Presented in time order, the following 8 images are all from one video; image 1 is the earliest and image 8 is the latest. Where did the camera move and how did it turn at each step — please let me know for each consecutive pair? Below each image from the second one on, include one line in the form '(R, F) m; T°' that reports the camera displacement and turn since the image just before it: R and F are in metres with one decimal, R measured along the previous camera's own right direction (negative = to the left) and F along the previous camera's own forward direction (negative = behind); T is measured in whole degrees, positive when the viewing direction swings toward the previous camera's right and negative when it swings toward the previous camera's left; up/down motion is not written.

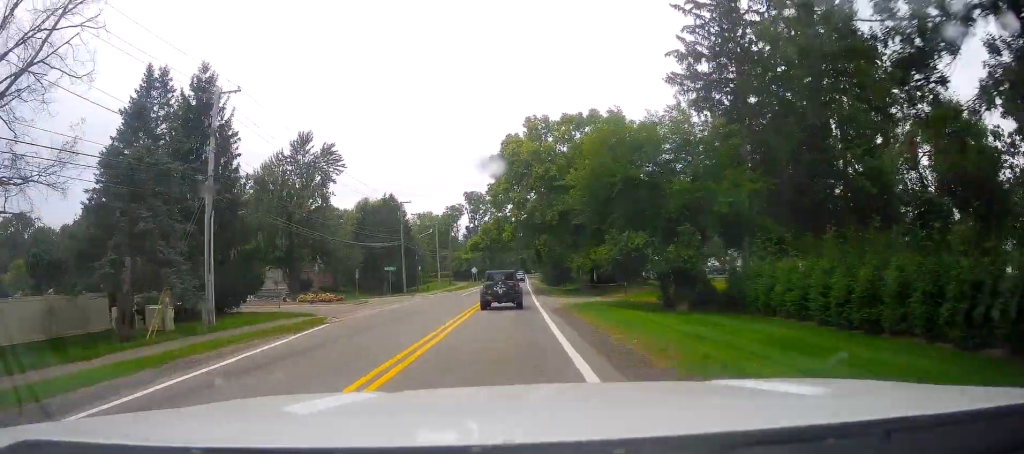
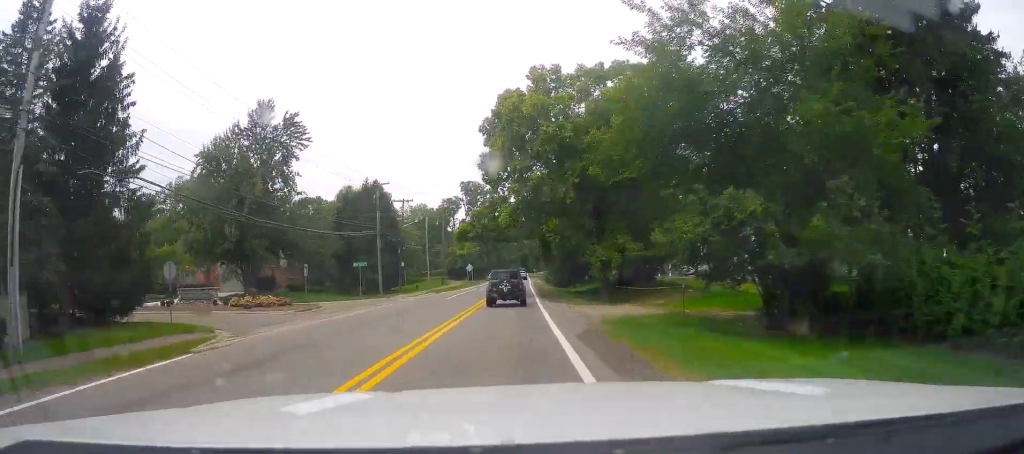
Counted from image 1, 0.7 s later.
(+0.1, +13.0) m; 0°
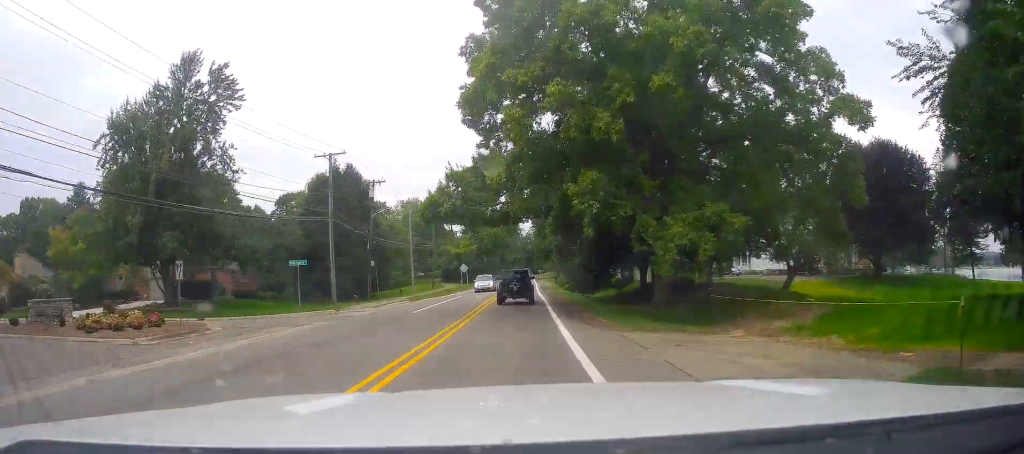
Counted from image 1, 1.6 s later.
(-0.1, +16.0) m; 0°
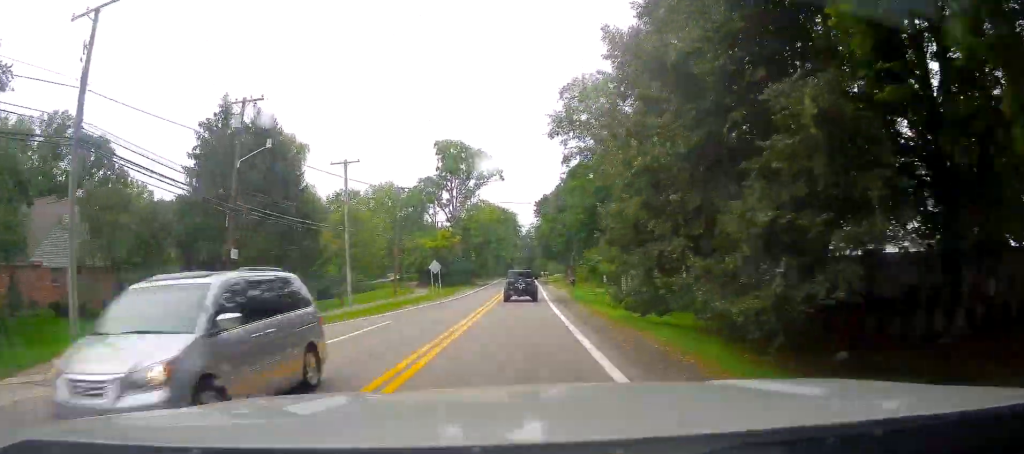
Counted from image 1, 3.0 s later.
(+0.2, +27.2) m; 0°
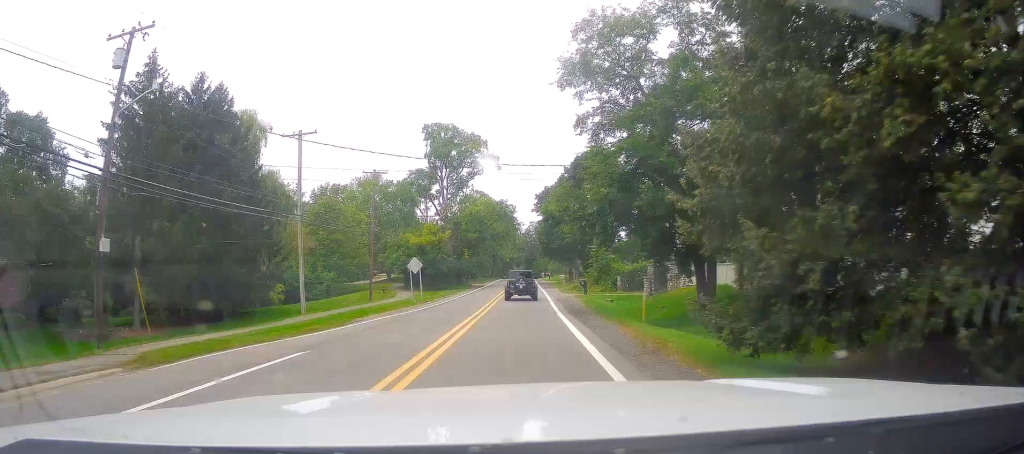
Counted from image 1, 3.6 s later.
(-0.2, +9.9) m; 0°
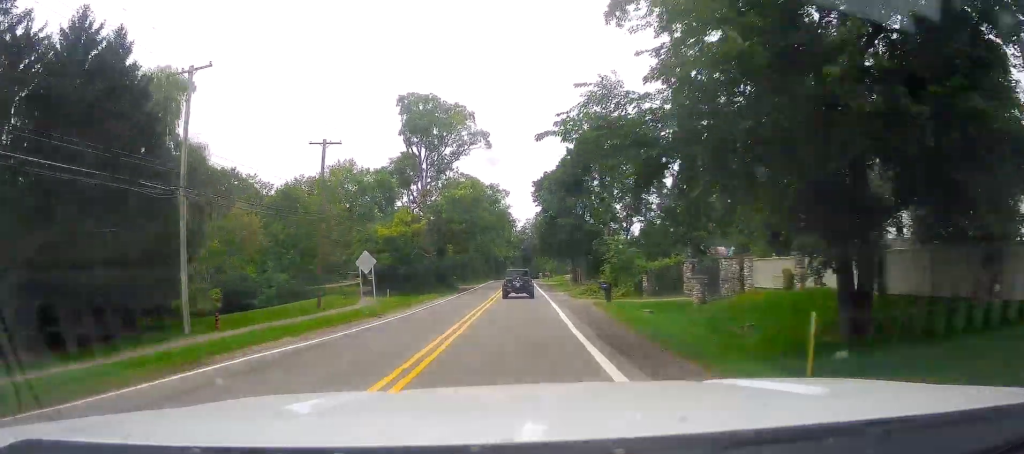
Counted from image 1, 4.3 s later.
(-0.1, +13.1) m; 0°
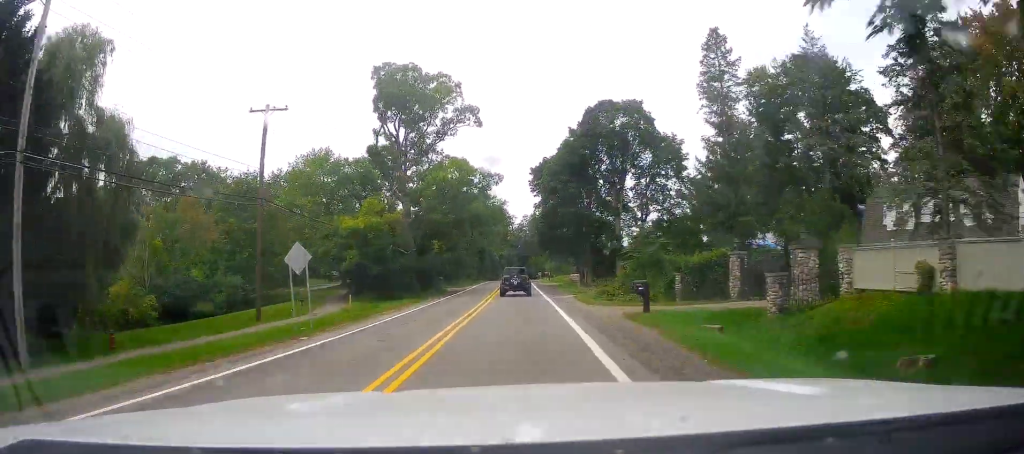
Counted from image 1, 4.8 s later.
(0.0, +9.5) m; 0°
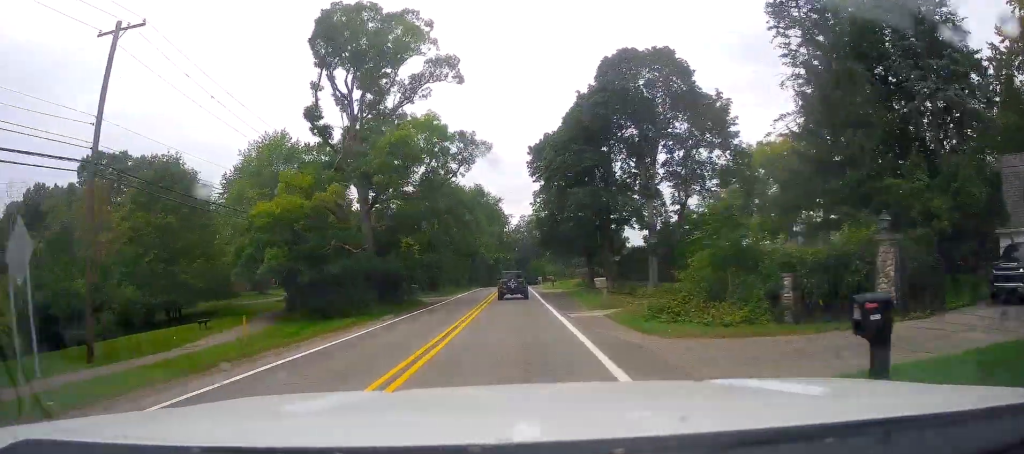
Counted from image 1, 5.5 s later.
(0.0, +14.2) m; 0°
